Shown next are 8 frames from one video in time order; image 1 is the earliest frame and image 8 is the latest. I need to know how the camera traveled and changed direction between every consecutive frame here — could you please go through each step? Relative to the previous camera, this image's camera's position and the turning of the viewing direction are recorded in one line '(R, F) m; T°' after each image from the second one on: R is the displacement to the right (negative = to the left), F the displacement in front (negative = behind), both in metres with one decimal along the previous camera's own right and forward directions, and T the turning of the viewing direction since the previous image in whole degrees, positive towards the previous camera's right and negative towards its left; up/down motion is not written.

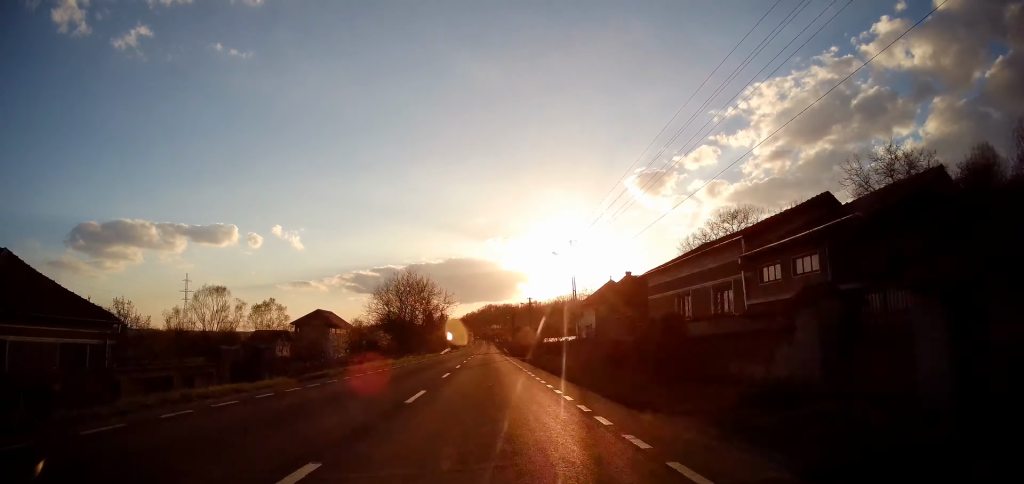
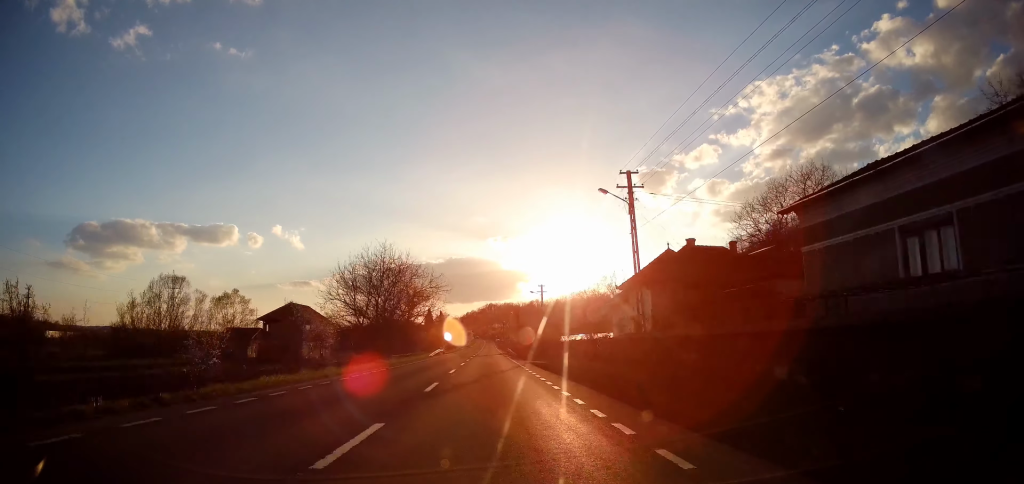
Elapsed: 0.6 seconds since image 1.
(+0.2, +14.9) m; +1°
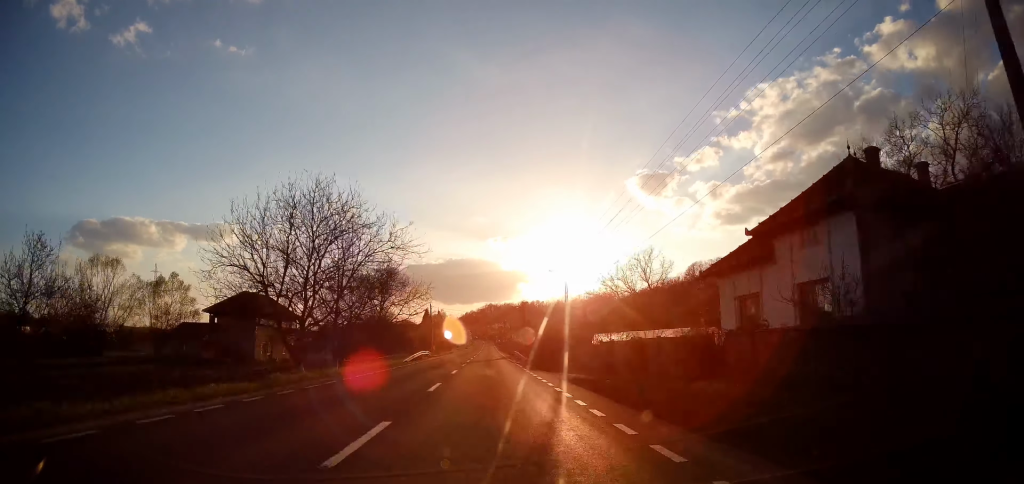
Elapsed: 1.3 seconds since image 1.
(+0.1, +17.2) m; -1°
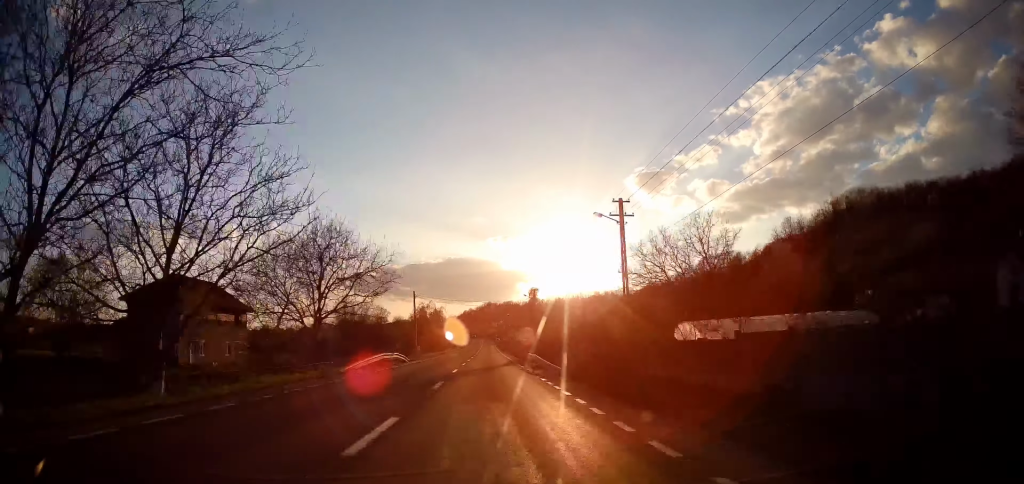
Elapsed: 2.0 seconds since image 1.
(-0.1, +17.3) m; 0°
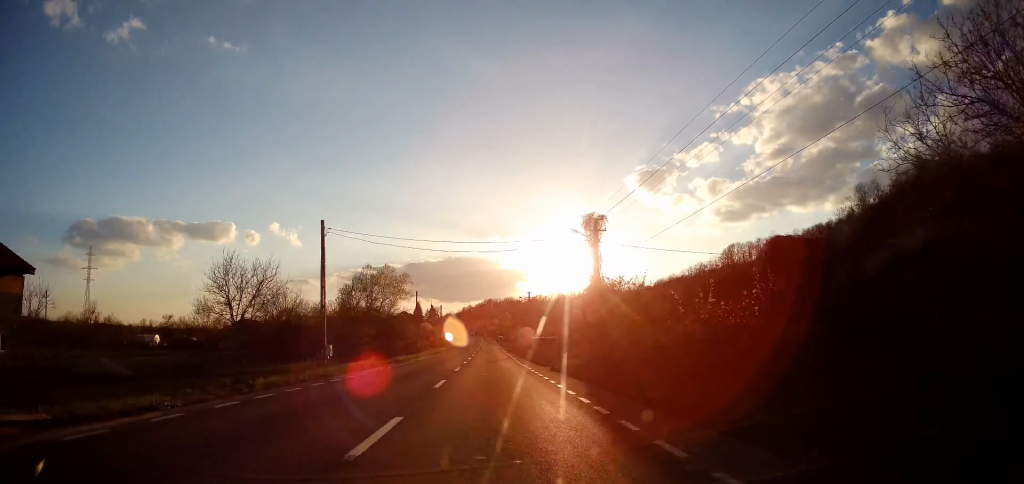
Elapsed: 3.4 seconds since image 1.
(0.0, +35.7) m; +1°
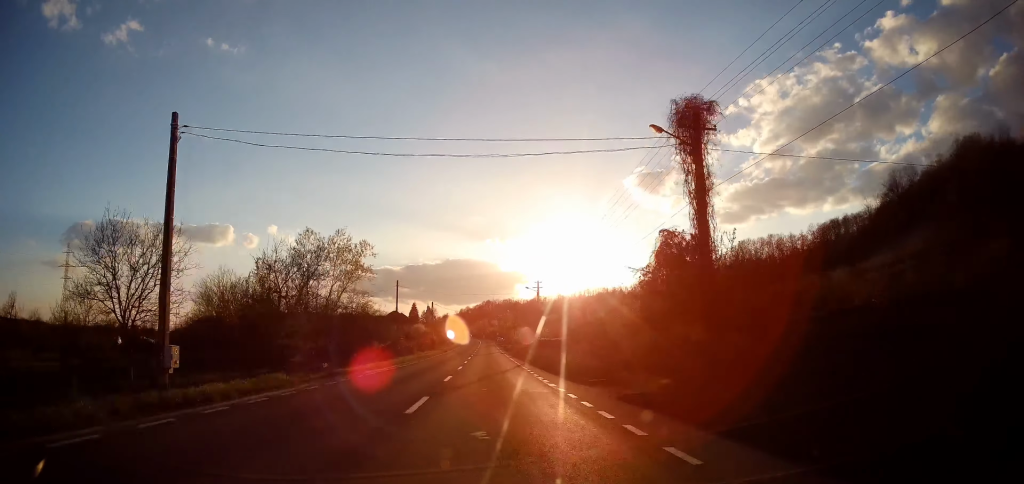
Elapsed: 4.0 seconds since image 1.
(+0.1, +14.3) m; 0°
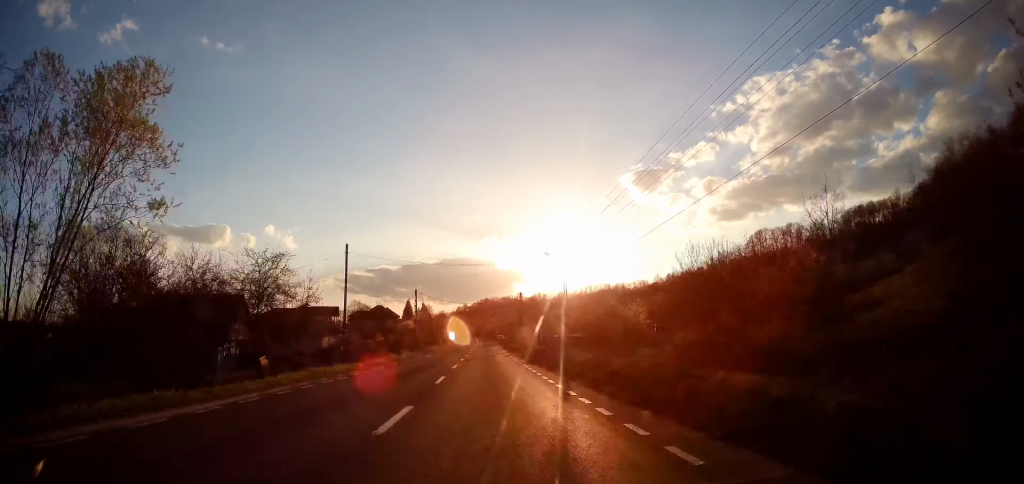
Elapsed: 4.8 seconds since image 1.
(0.0, +20.4) m; 0°
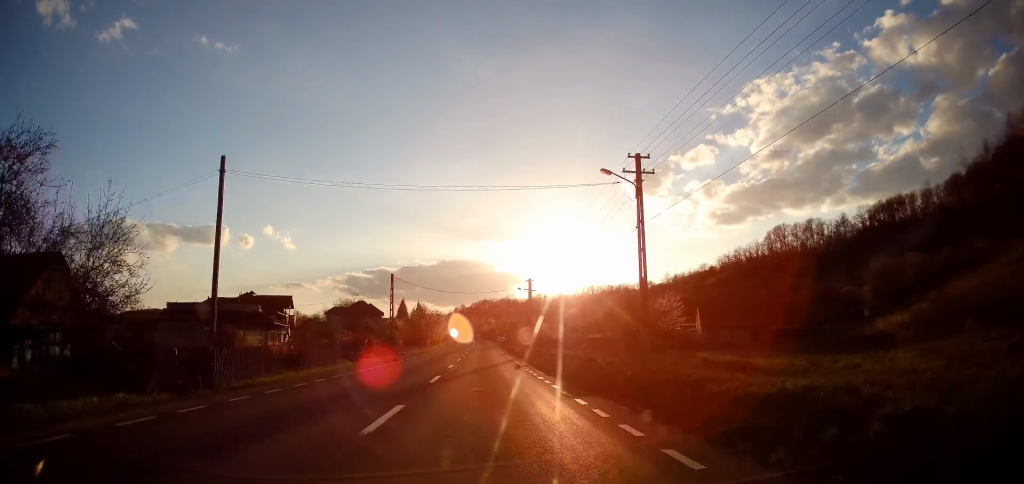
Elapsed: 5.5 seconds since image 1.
(0.0, +18.8) m; -1°
